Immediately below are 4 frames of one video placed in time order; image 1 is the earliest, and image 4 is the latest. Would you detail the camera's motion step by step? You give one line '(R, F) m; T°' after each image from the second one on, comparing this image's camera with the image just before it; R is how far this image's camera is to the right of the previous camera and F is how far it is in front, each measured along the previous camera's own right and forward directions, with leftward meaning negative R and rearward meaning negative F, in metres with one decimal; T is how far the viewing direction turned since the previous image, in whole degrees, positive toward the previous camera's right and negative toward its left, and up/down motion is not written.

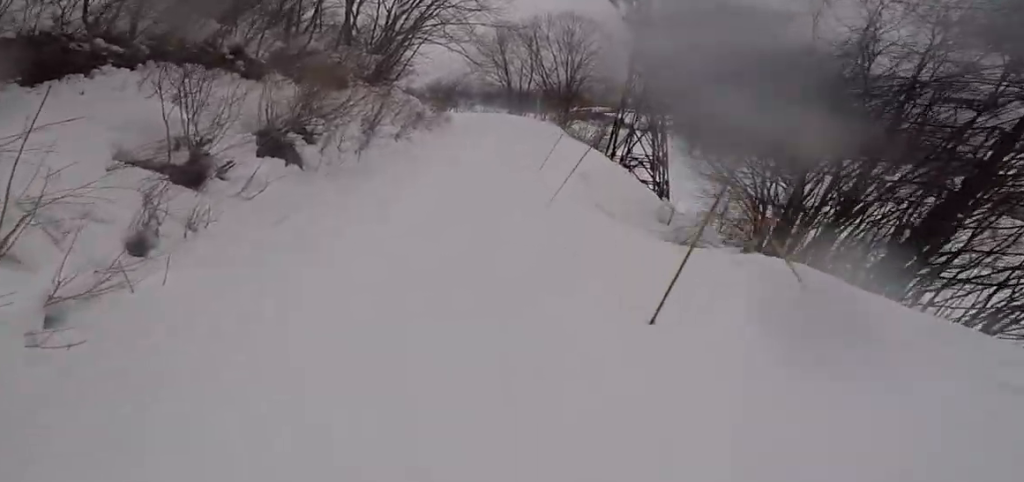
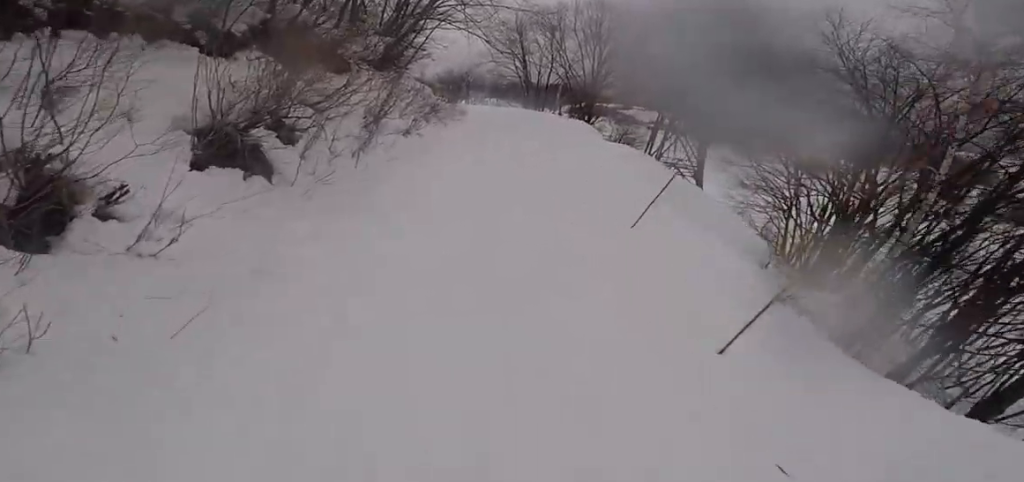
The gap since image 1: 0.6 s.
(+0.5, +3.7) m; +7°
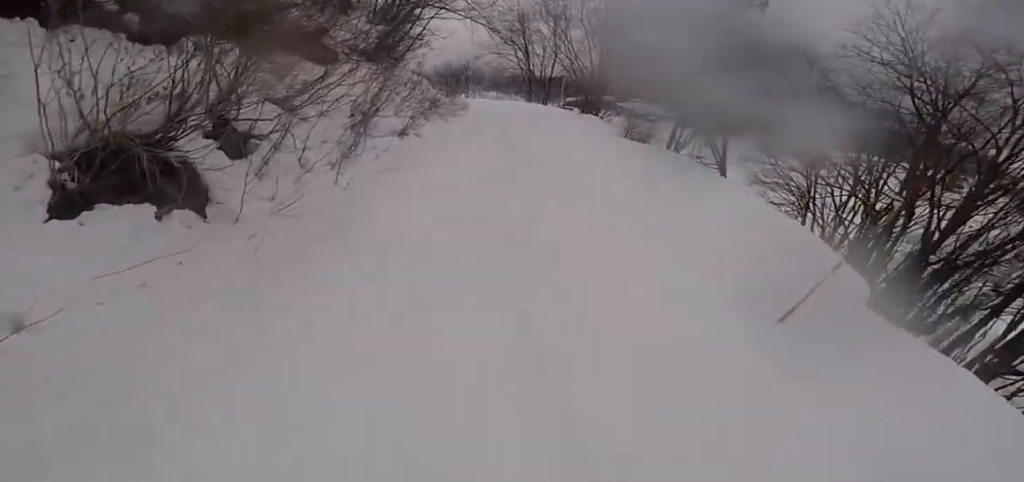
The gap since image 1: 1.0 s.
(0.0, +2.5) m; 0°
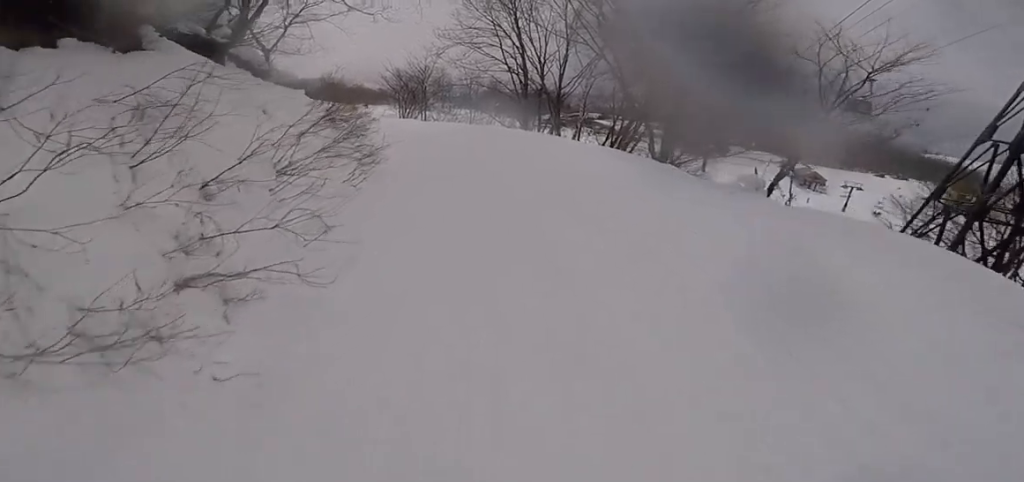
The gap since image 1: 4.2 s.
(0.0, +20.3) m; 0°
